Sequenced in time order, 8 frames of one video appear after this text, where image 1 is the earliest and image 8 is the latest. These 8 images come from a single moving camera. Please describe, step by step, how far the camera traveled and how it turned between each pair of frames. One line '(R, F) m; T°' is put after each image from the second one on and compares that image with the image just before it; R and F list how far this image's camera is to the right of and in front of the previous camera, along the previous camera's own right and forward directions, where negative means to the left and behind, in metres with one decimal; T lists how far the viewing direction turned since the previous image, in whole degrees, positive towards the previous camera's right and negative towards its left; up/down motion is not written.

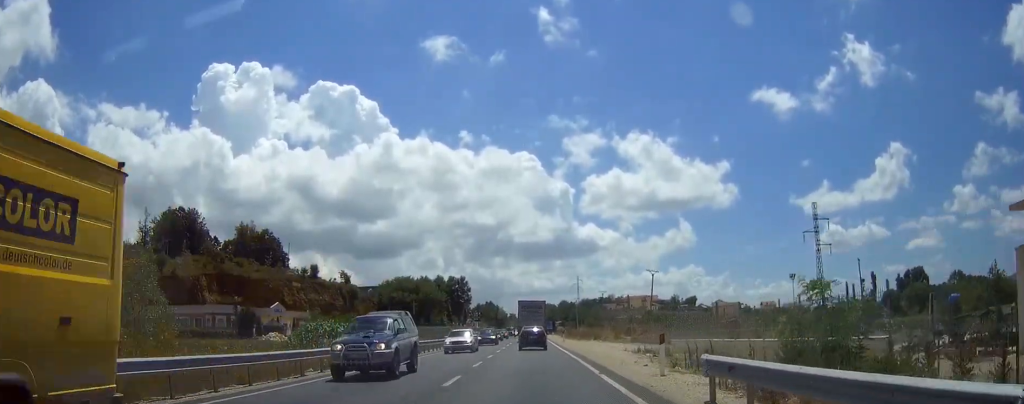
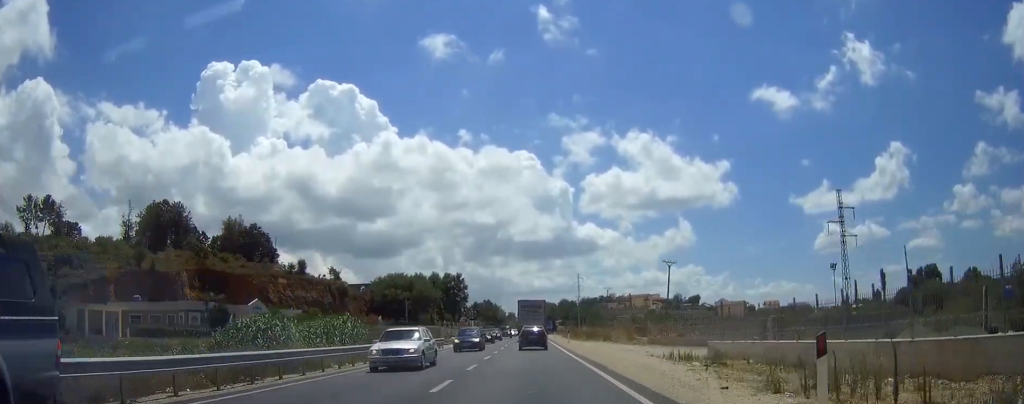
(0.0, +9.8) m; 0°
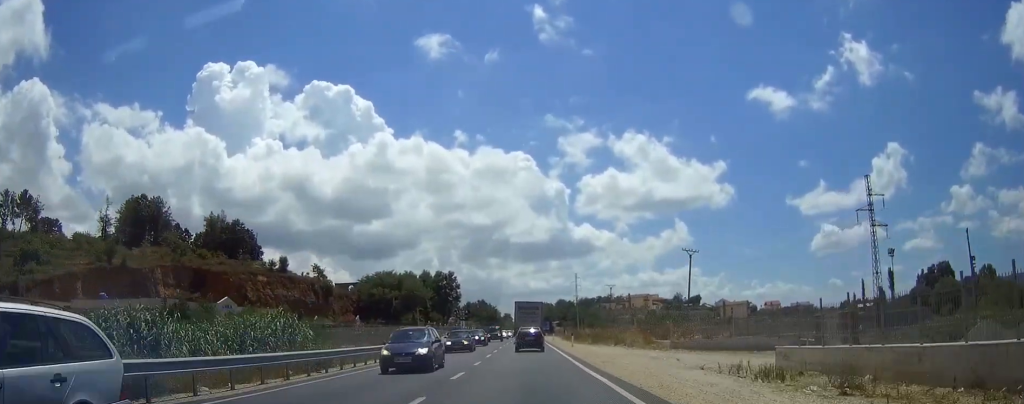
(0.0, +10.9) m; 0°
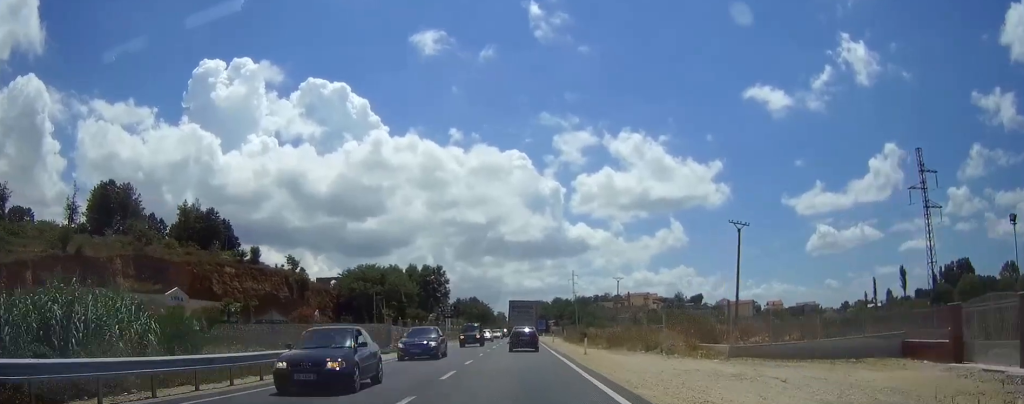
(0.0, +15.2) m; 0°
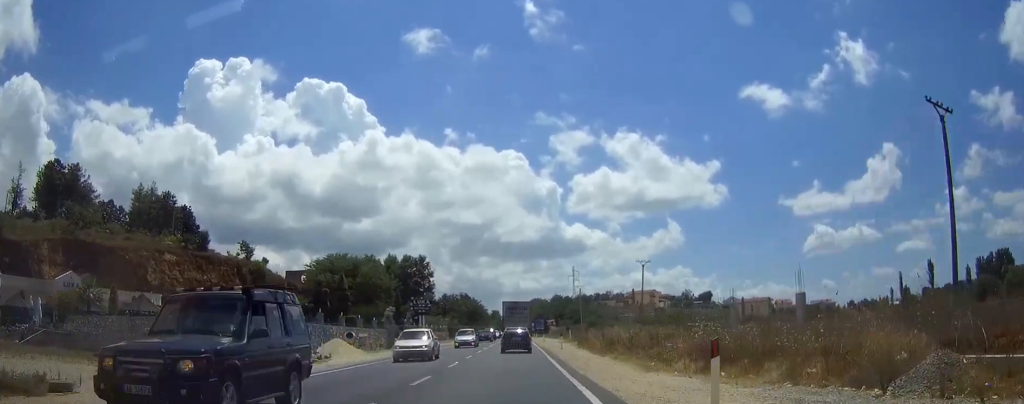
(+0.2, +25.0) m; 0°
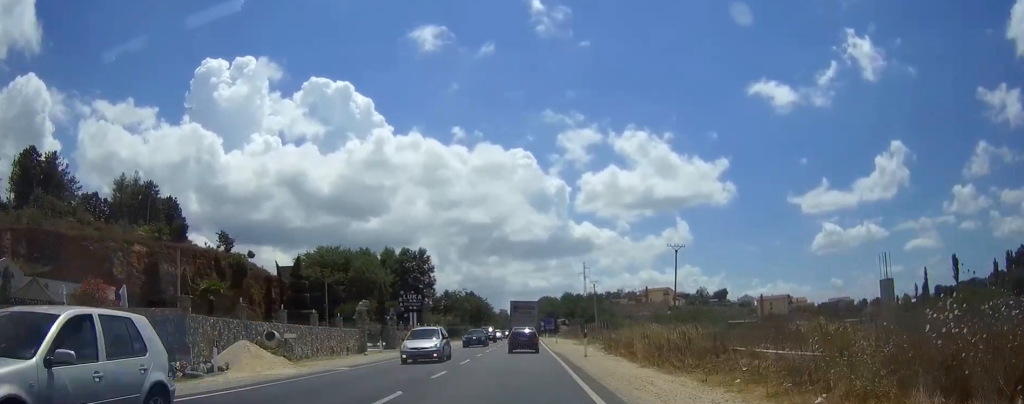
(0.0, +13.2) m; 0°
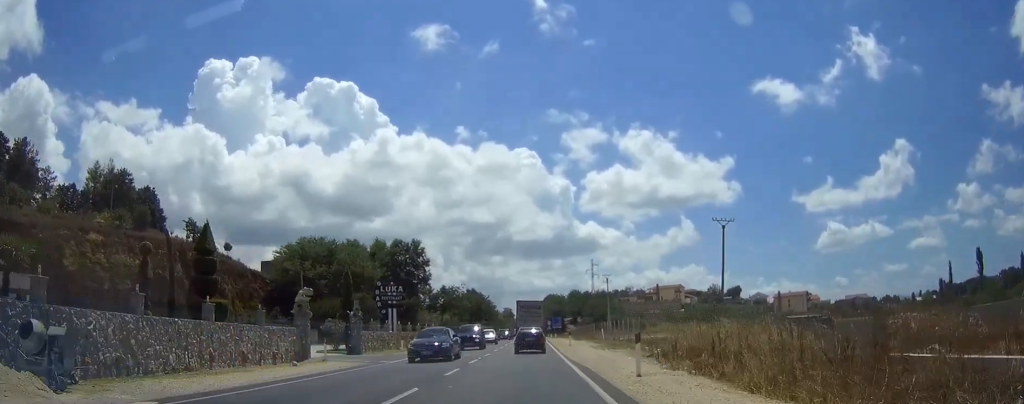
(-0.1, +14.3) m; -1°
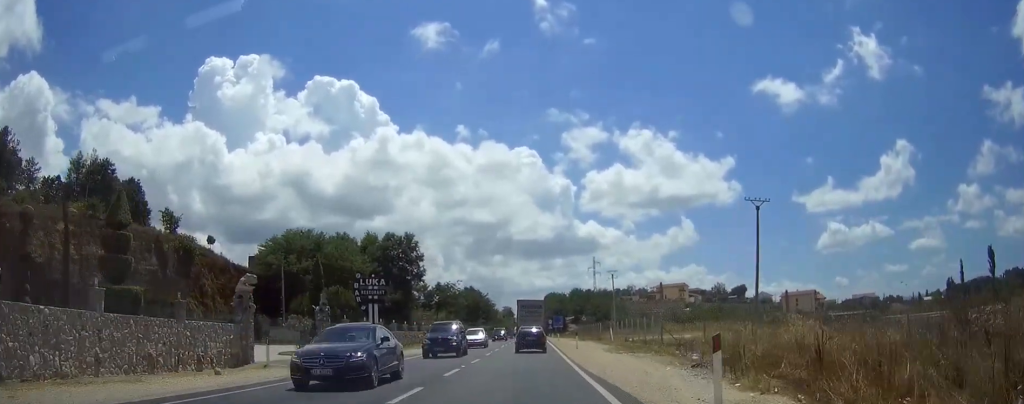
(0.0, +7.7) m; 0°
